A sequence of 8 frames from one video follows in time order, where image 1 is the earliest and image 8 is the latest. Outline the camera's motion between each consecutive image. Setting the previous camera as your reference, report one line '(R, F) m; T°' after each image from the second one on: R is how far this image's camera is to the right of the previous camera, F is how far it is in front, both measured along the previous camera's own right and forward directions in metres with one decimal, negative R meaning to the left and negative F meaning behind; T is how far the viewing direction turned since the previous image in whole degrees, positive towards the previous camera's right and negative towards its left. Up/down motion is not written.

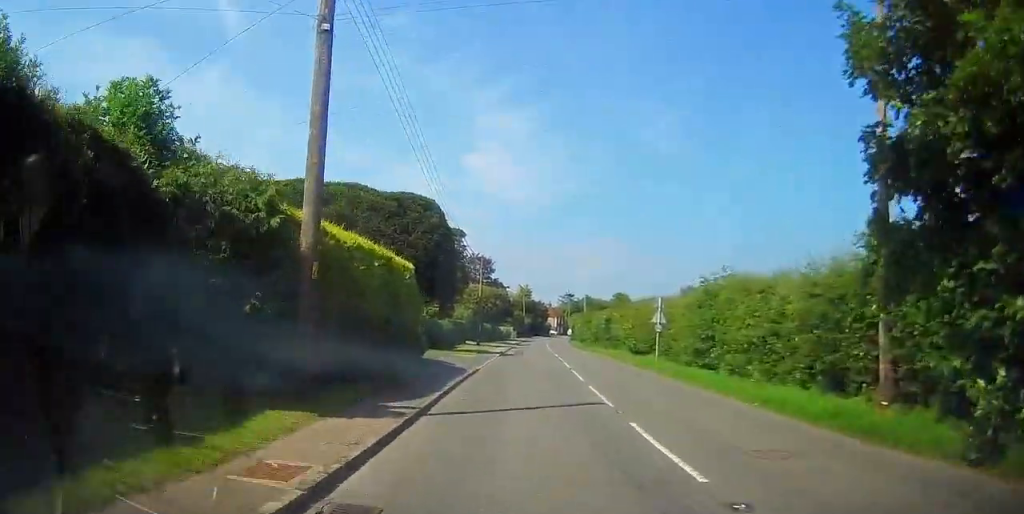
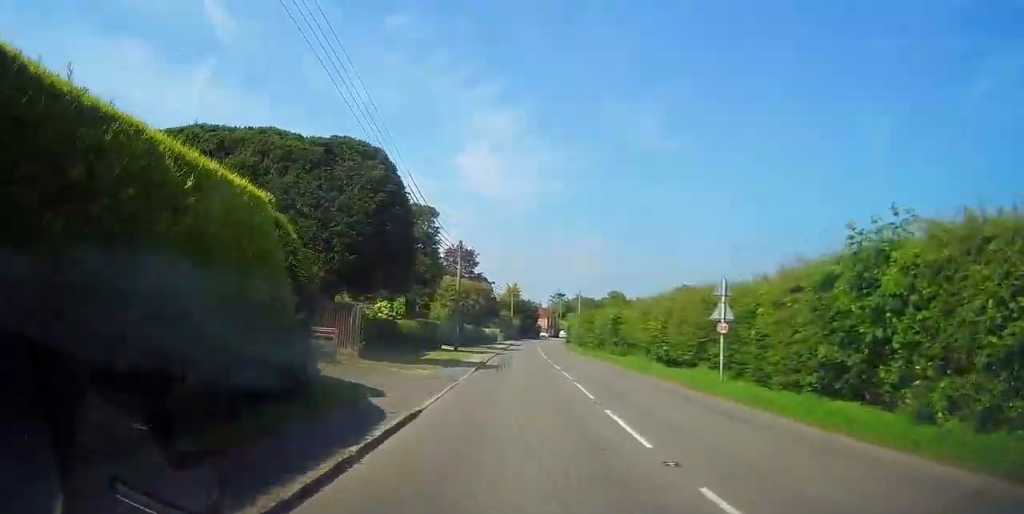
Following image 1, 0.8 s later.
(0.0, +10.4) m; 0°
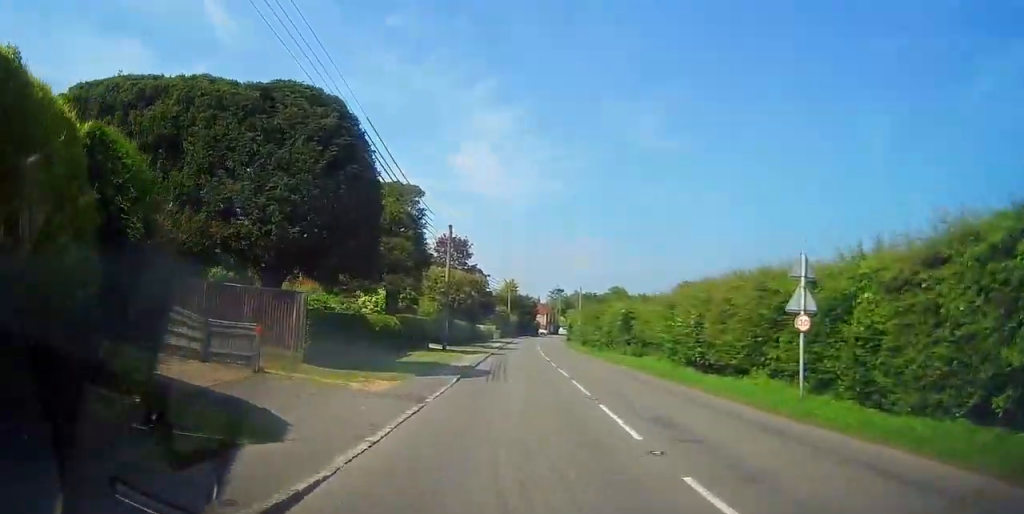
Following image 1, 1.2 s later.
(0.0, +5.7) m; 0°
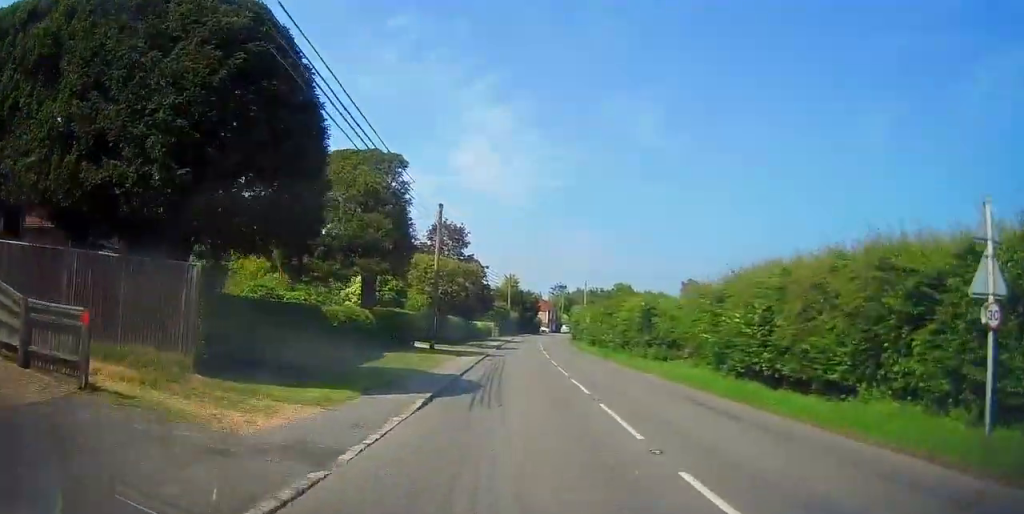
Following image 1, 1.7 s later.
(0.0, +5.7) m; +1°
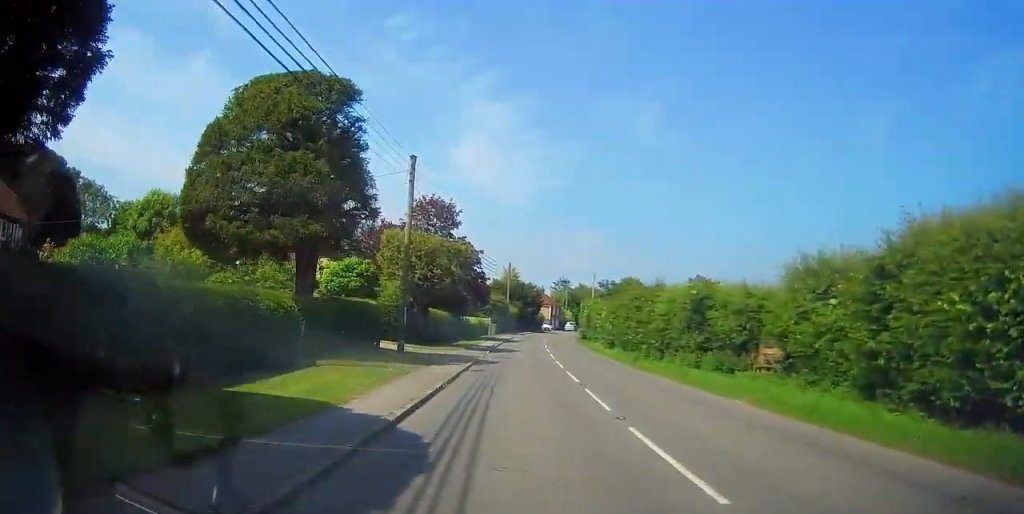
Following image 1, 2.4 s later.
(+0.1, +9.3) m; +1°
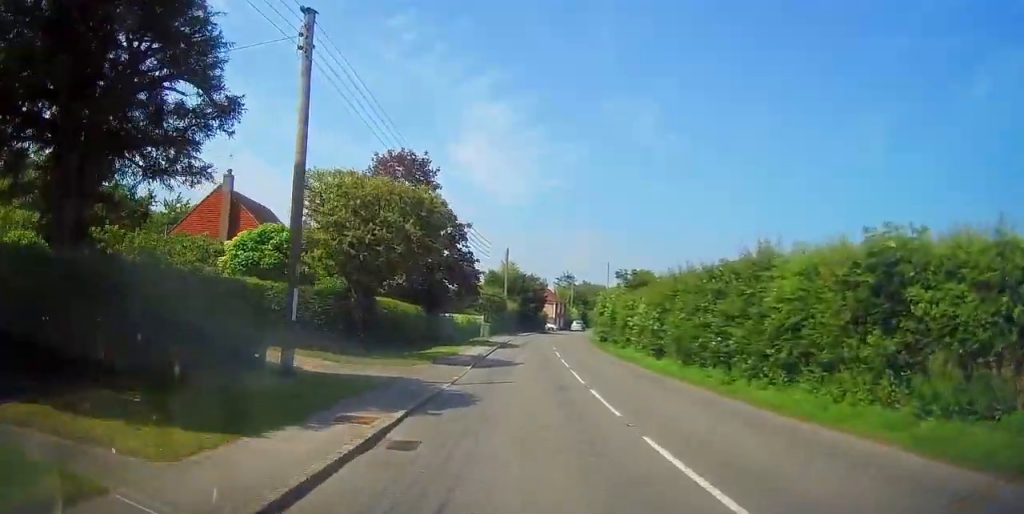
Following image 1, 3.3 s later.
(+0.2, +12.8) m; 0°
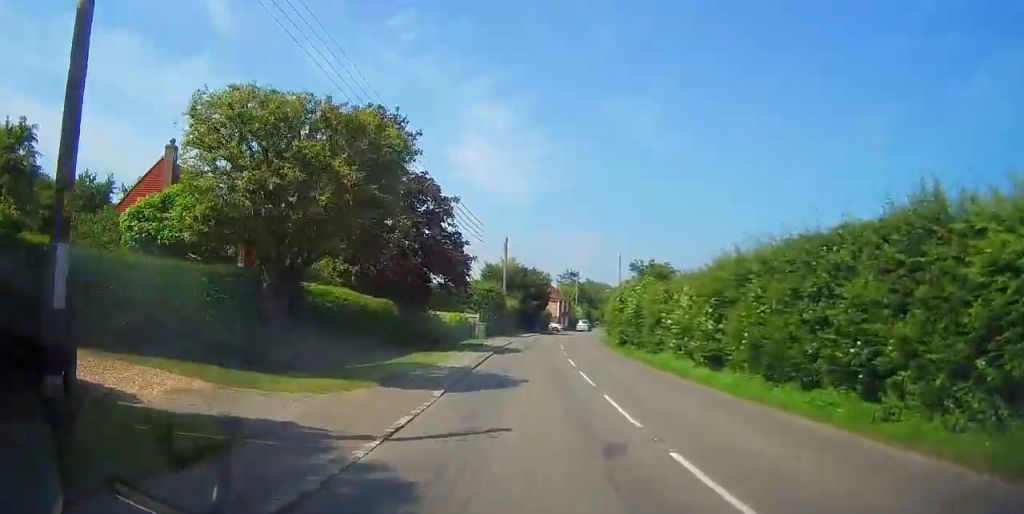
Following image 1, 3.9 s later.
(+0.1, +7.0) m; -1°
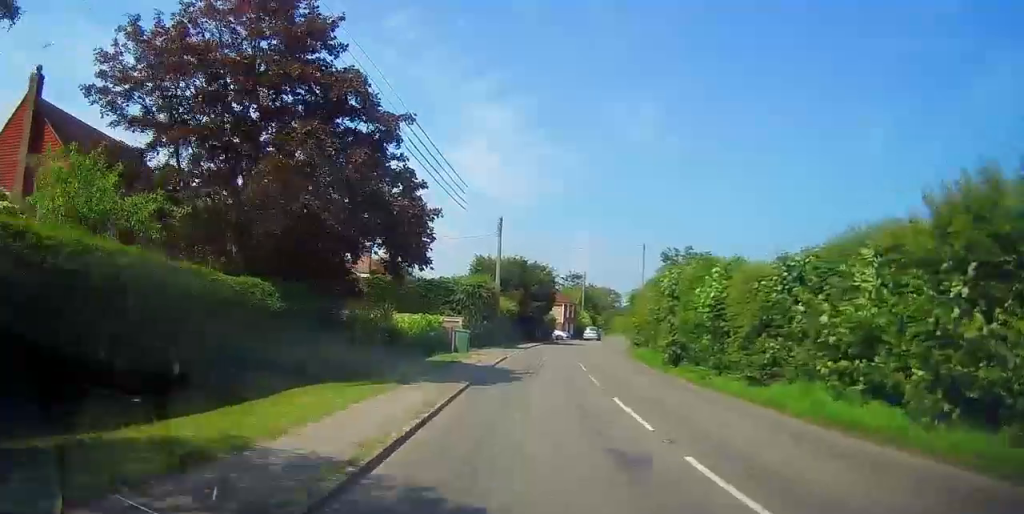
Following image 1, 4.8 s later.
(-0.4, +11.9) m; +1°
